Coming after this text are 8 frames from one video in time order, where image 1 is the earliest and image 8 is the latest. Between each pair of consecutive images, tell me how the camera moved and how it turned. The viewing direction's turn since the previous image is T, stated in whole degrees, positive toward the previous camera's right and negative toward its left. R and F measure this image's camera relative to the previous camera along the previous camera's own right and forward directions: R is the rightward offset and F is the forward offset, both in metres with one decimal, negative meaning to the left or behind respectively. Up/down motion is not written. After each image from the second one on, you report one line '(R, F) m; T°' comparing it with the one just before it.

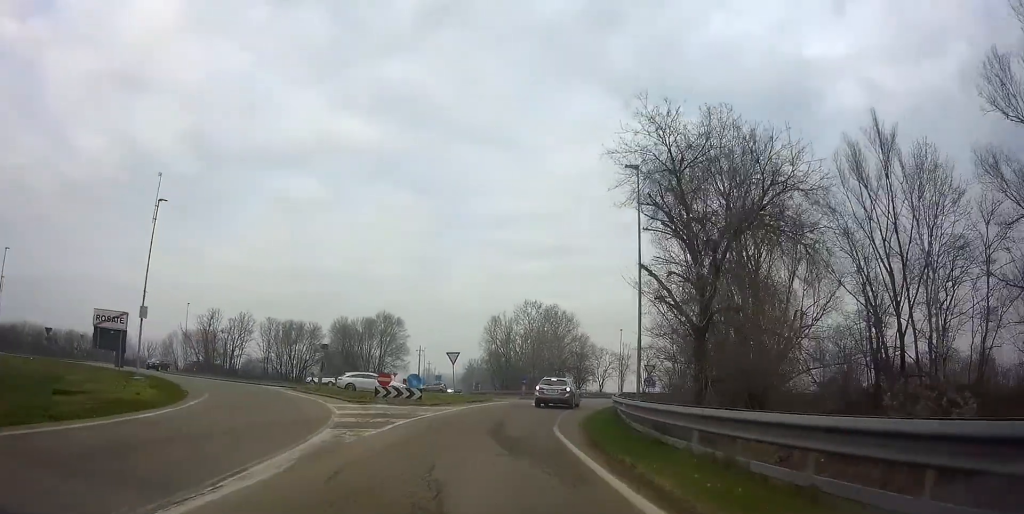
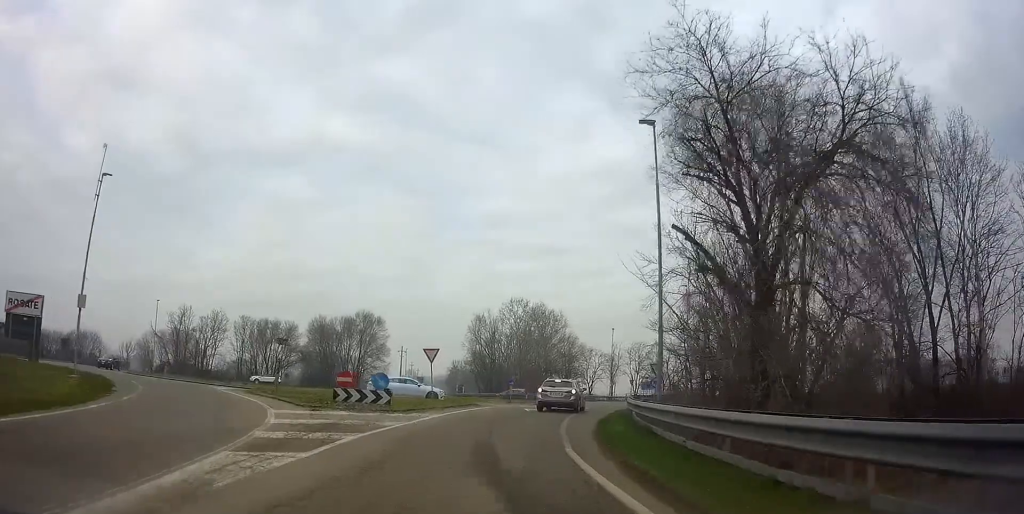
(+0.1, +4.7) m; +2°
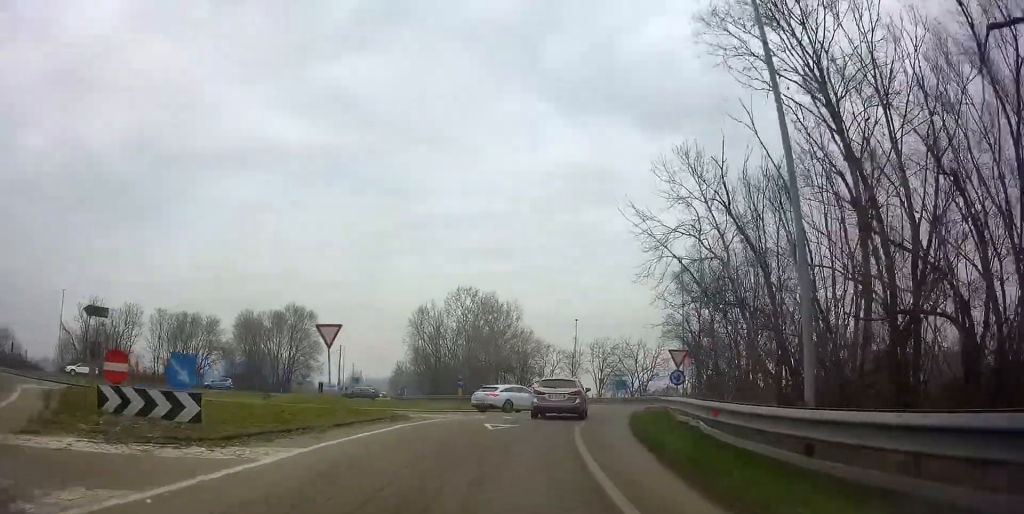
(+0.4, +11.6) m; +5°
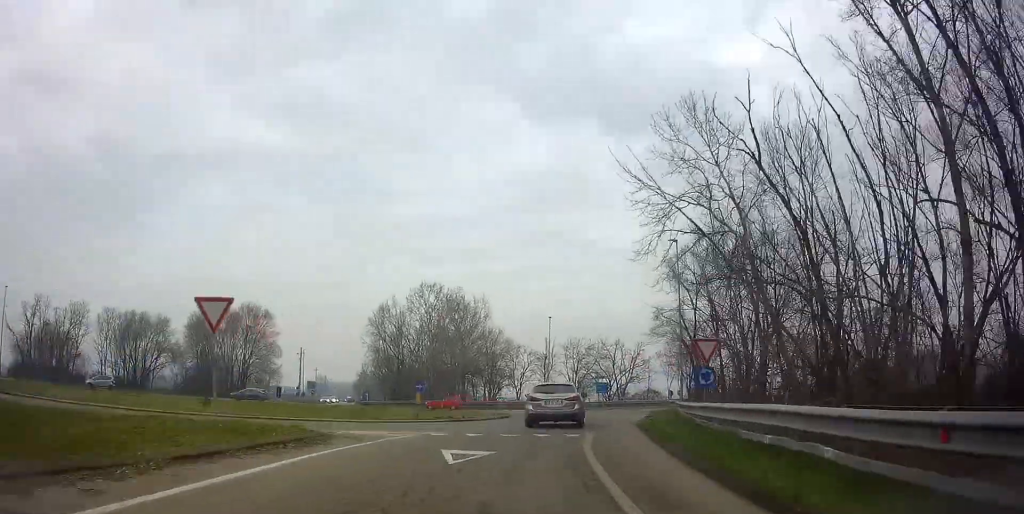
(+0.2, +6.0) m; +2°
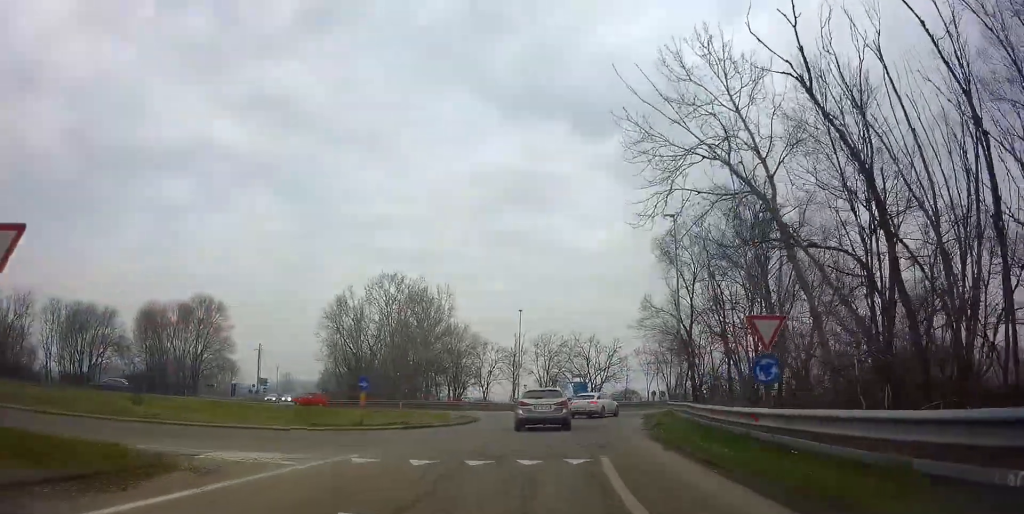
(+0.1, +6.1) m; +3°
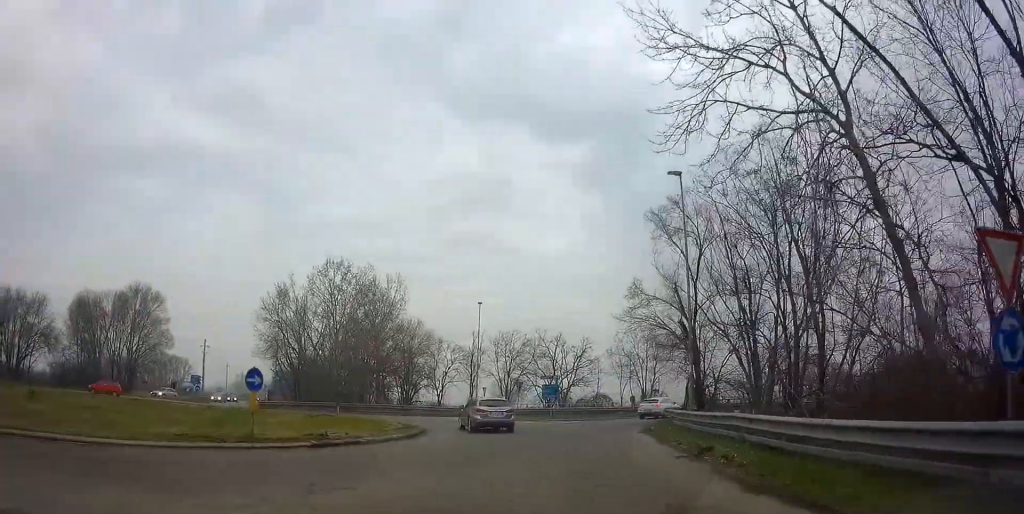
(+0.5, +7.7) m; +5°
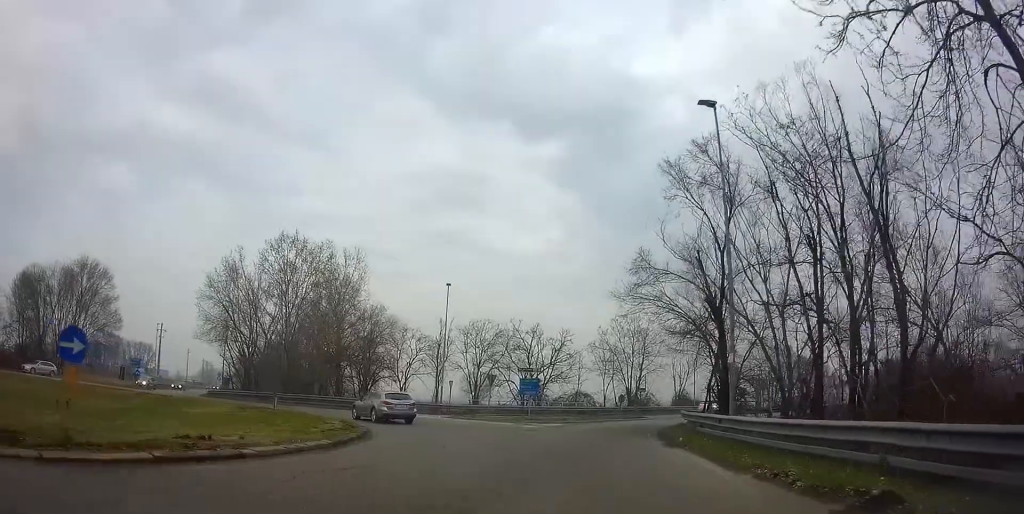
(-0.1, +6.2) m; 0°
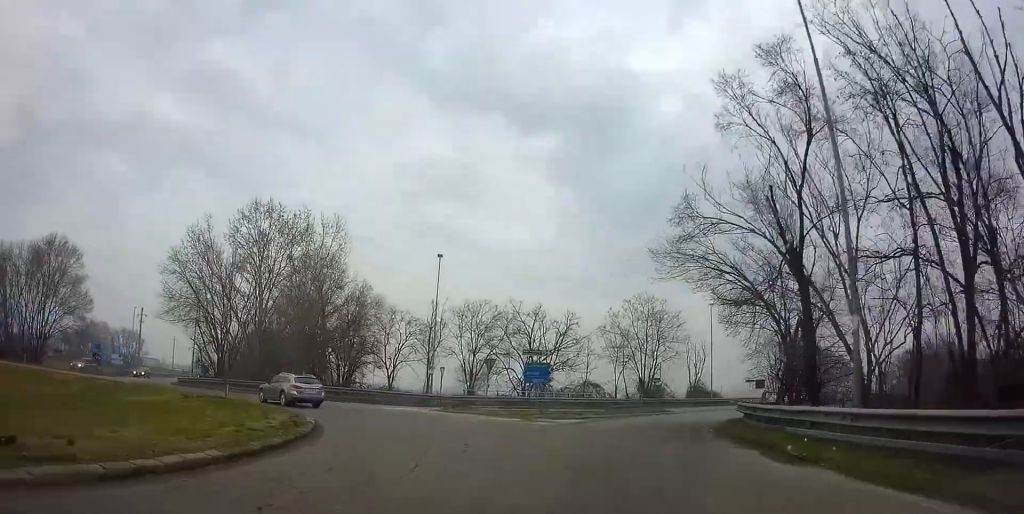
(+0.1, +6.0) m; -1°
